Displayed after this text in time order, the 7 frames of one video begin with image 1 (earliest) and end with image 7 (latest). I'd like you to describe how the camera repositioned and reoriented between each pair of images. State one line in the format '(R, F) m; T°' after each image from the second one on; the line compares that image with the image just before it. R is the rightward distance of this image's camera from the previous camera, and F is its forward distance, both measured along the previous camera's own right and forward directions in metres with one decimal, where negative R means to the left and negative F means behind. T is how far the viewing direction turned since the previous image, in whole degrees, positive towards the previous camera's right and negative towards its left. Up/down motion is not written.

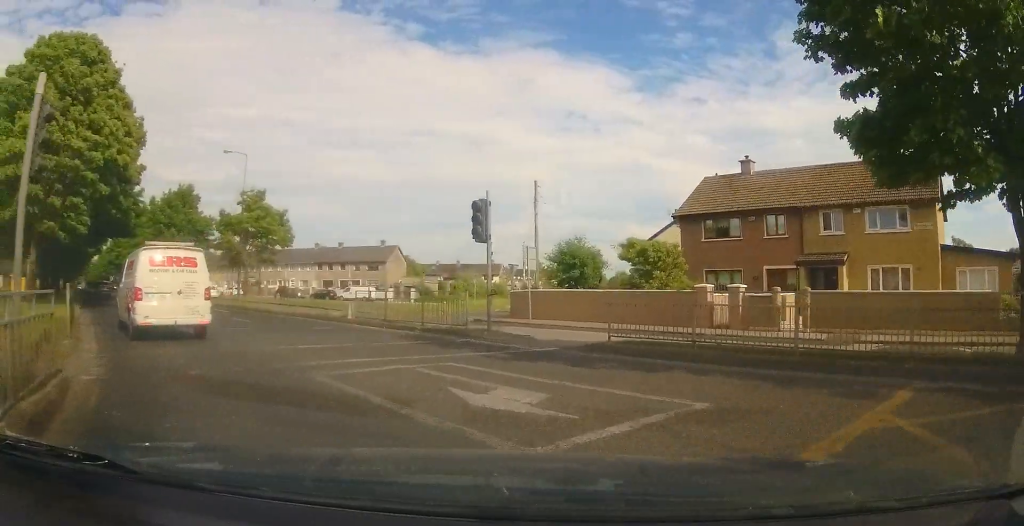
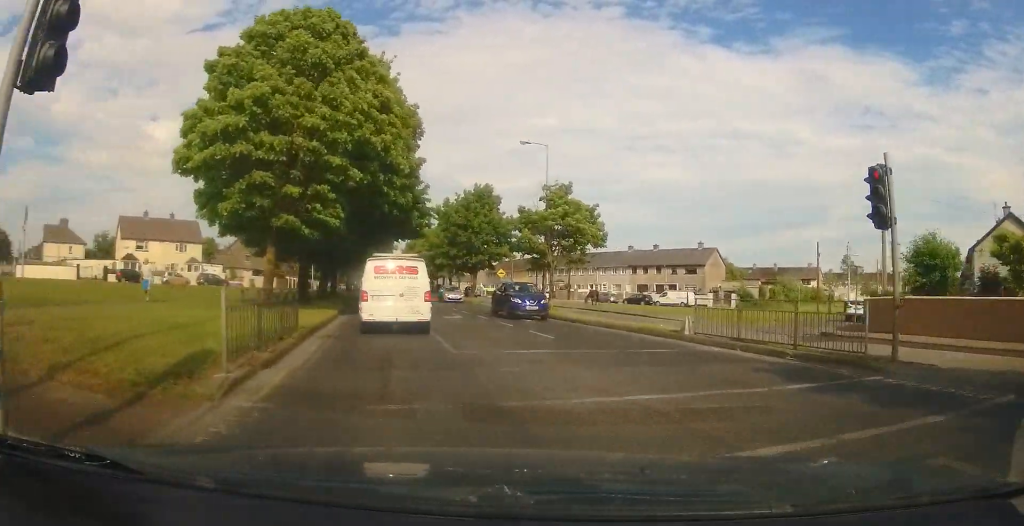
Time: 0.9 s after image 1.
(-1.7, +4.5) m; -29°
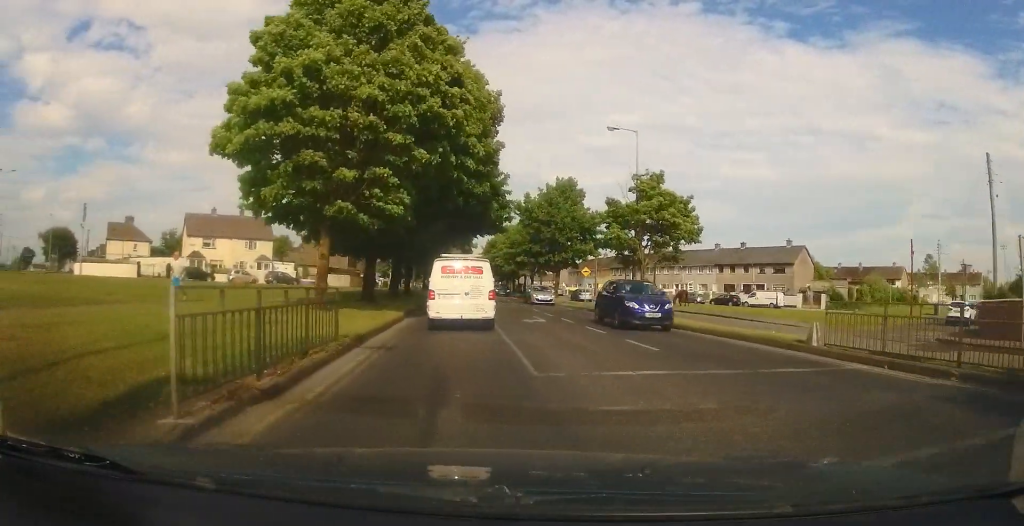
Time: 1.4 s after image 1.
(-0.2, +2.5) m; -10°
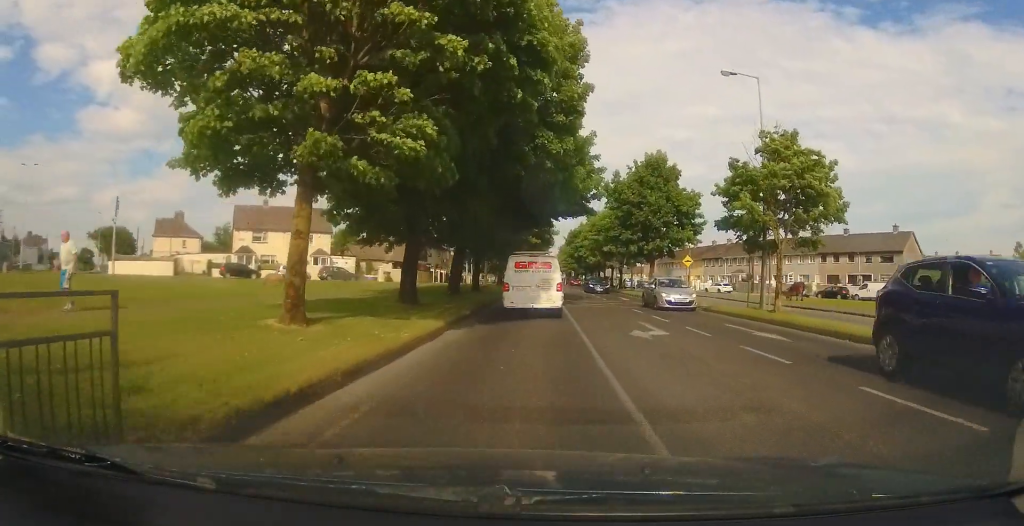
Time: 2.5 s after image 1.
(-1.4, +6.8) m; -14°
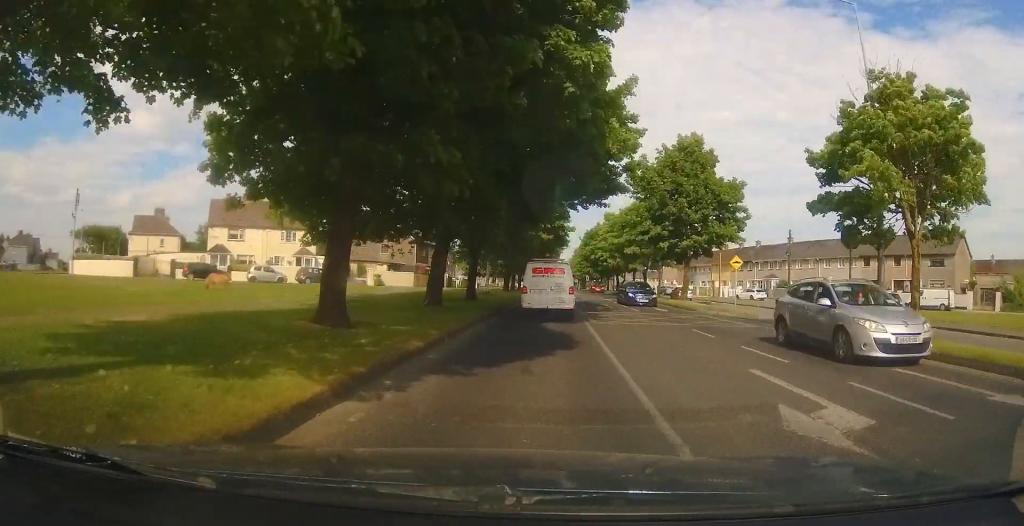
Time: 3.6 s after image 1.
(-0.1, +8.0) m; 0°
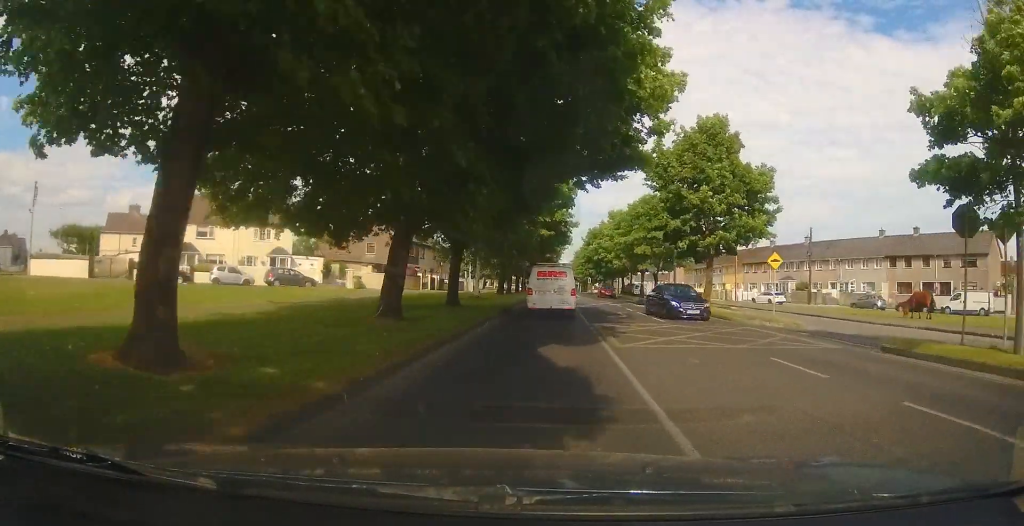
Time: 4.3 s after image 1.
(+0.1, +6.0) m; +1°
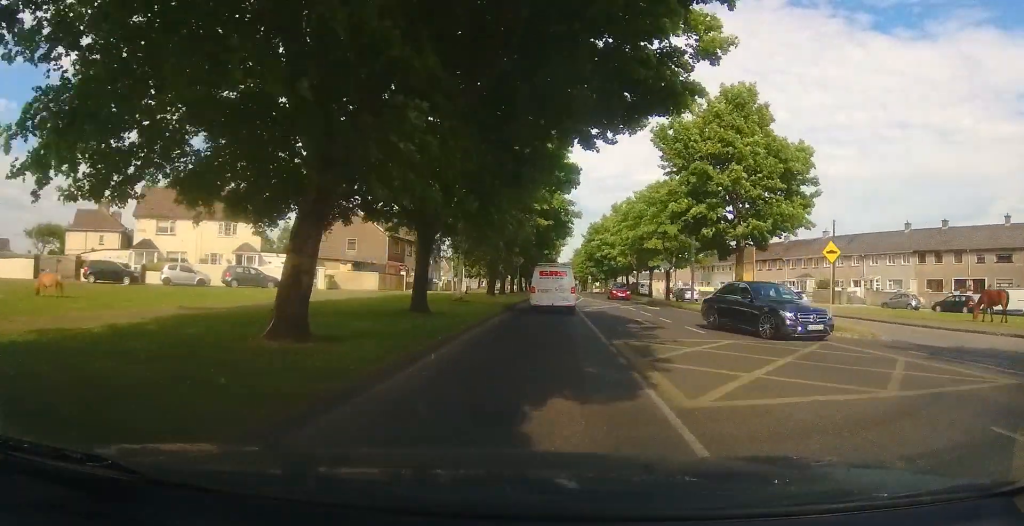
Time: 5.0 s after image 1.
(0.0, +6.1) m; 0°
